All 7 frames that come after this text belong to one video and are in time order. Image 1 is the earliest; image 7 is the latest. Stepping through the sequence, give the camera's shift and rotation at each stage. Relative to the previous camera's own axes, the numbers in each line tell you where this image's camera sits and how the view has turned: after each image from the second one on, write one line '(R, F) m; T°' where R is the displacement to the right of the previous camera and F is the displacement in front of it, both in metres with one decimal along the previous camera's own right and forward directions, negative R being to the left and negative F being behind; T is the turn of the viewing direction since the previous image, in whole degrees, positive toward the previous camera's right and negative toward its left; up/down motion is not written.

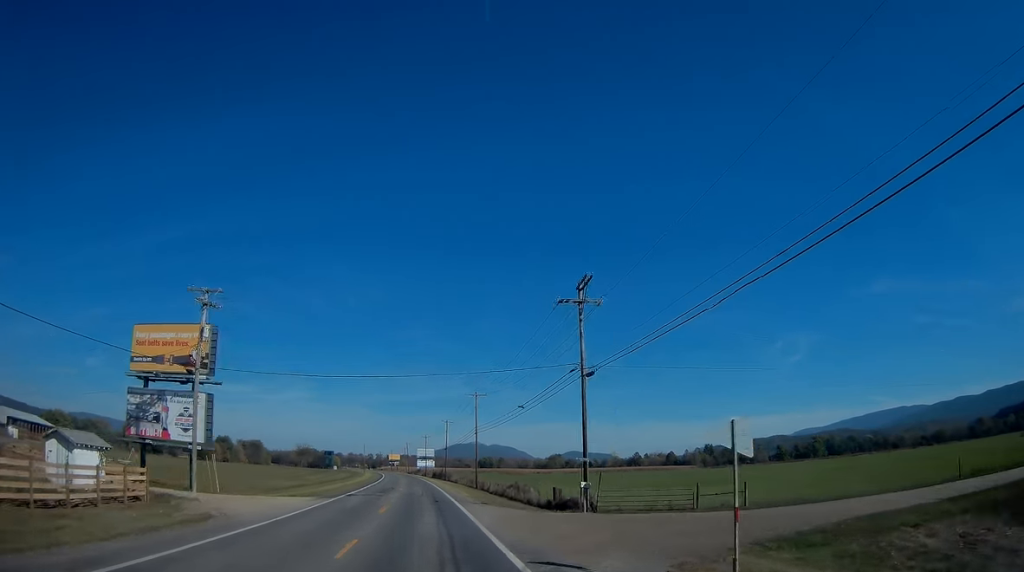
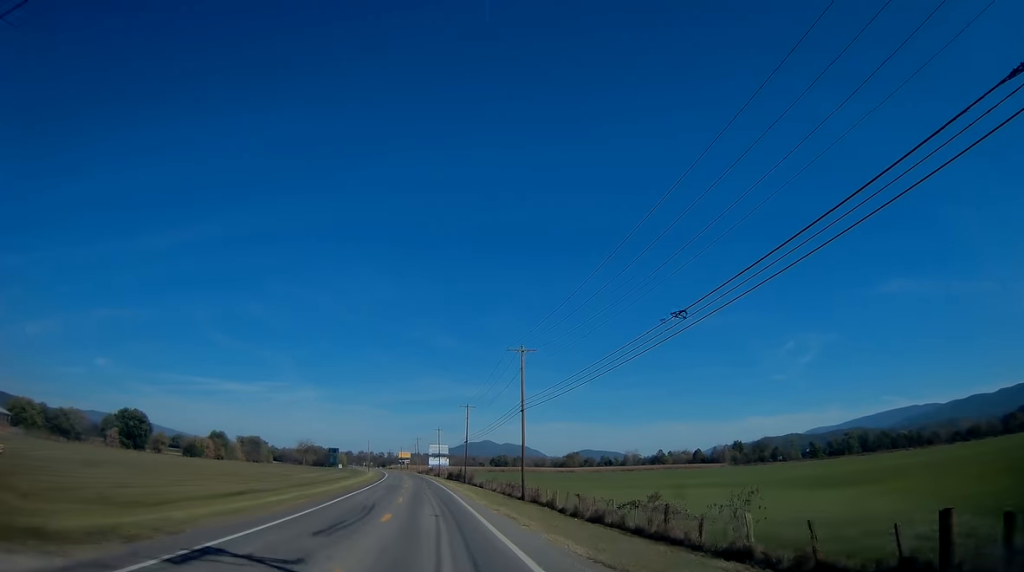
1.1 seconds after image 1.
(-0.2, +28.6) m; -1°
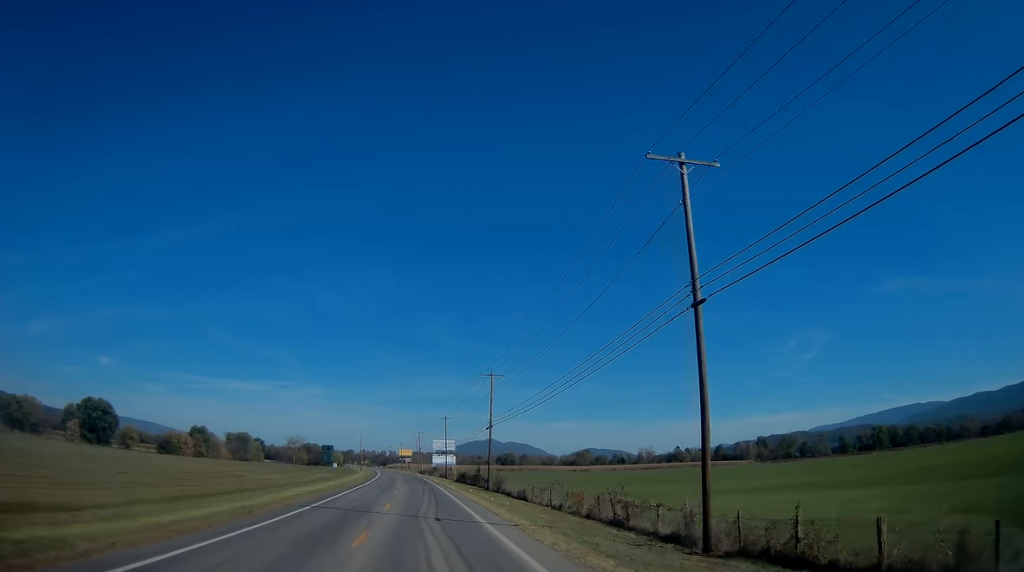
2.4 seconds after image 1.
(-0.5, +31.1) m; -2°
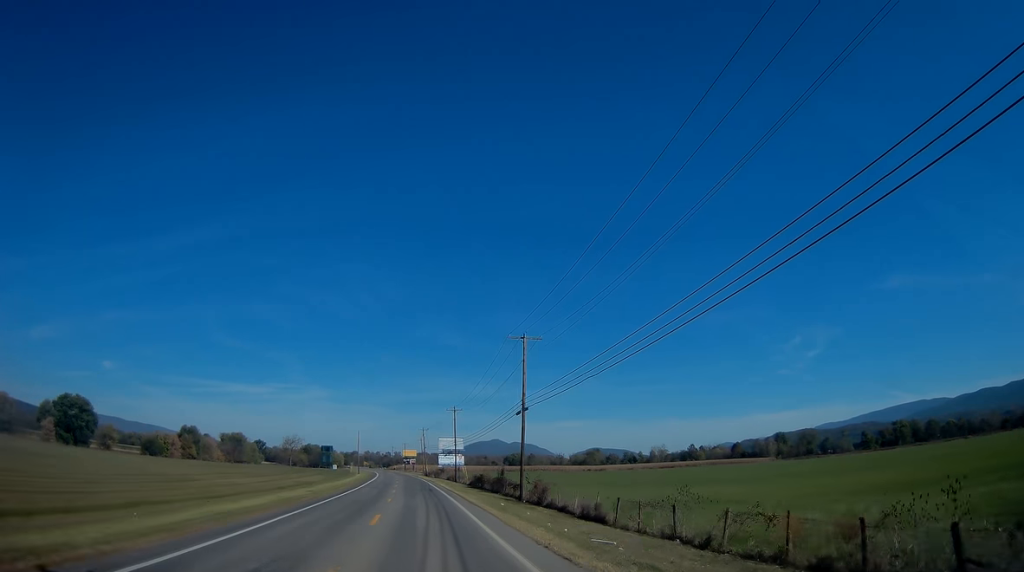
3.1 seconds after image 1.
(-0.1, +18.5) m; 0°
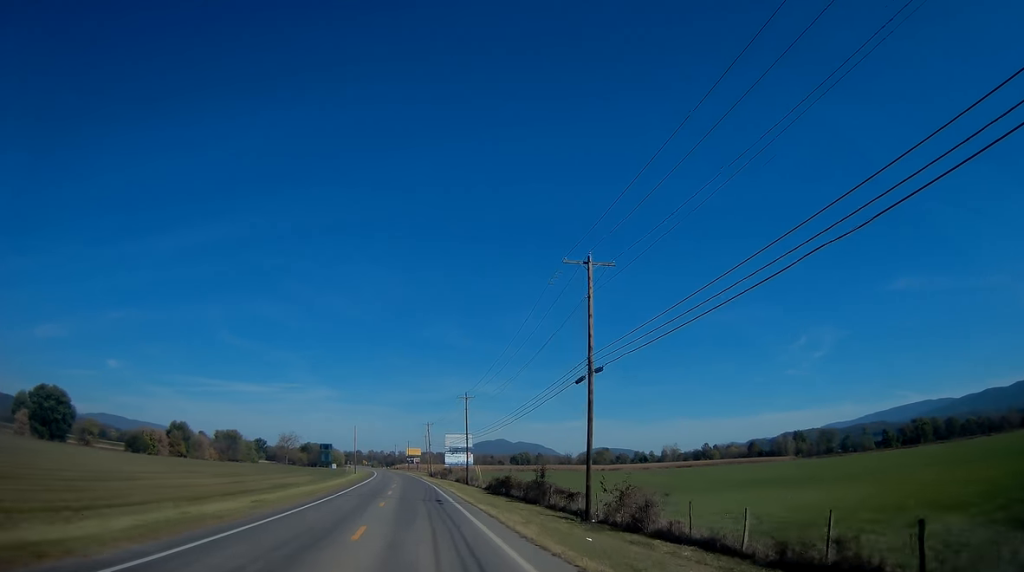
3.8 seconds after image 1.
(0.0, +16.8) m; 0°
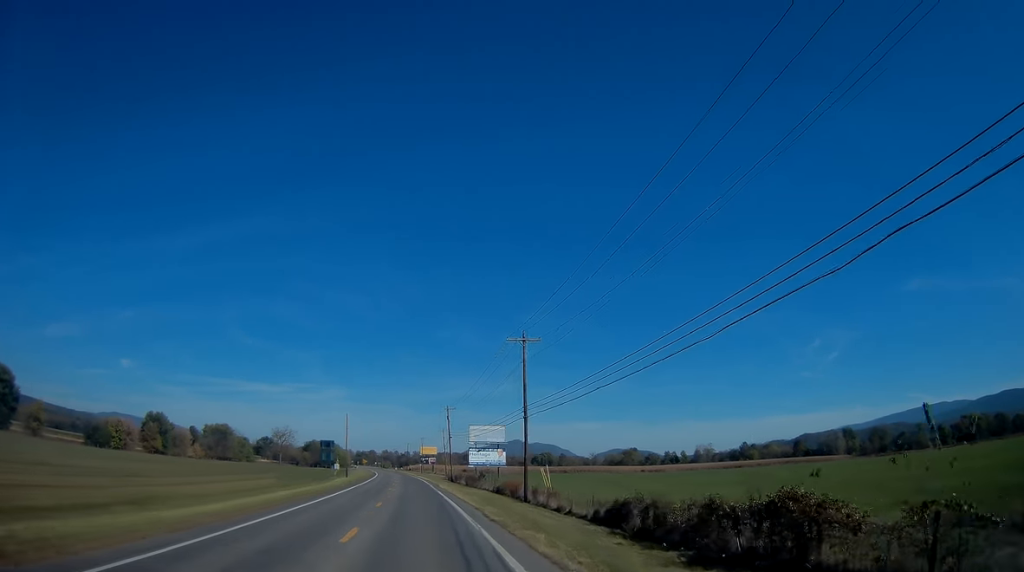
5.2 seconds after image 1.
(+0.1, +37.0) m; -1°
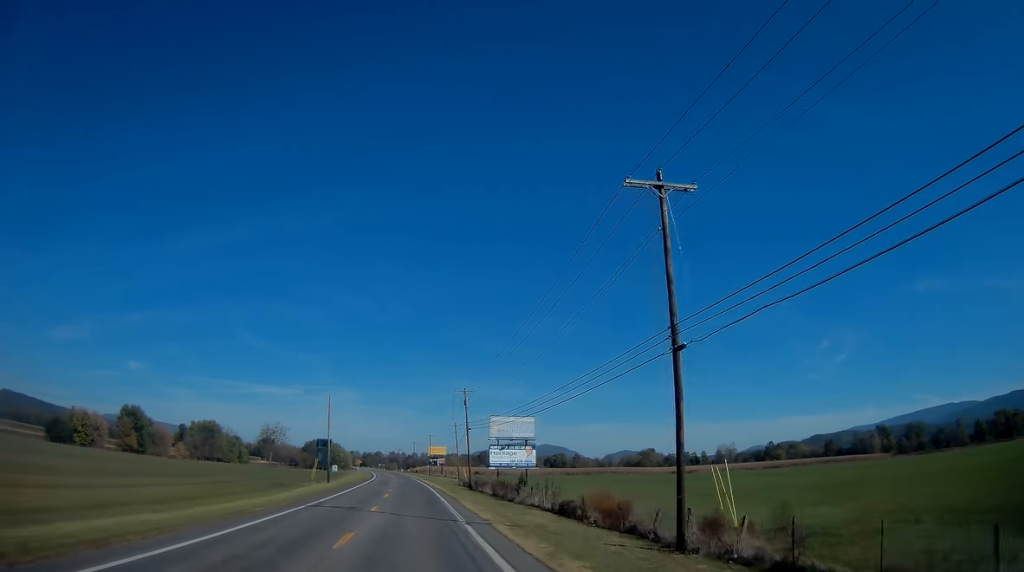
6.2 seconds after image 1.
(-0.4, +25.2) m; -1°
